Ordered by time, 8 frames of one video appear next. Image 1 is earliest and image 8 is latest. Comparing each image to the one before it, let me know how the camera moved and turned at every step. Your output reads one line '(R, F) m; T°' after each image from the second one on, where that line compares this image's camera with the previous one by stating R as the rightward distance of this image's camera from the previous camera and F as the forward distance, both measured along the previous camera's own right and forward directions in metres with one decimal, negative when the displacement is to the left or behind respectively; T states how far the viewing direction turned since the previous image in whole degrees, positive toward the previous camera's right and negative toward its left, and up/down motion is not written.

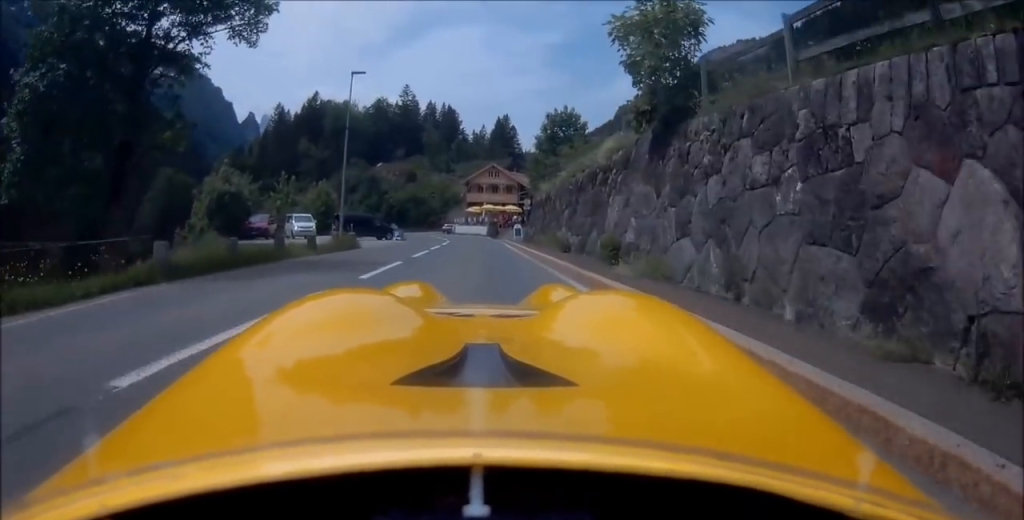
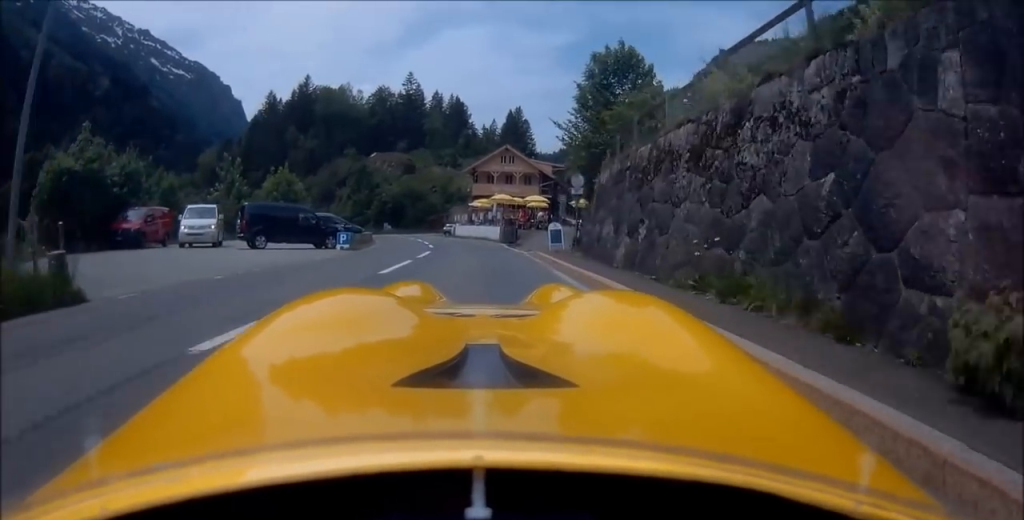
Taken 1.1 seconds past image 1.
(-0.1, +17.6) m; -2°
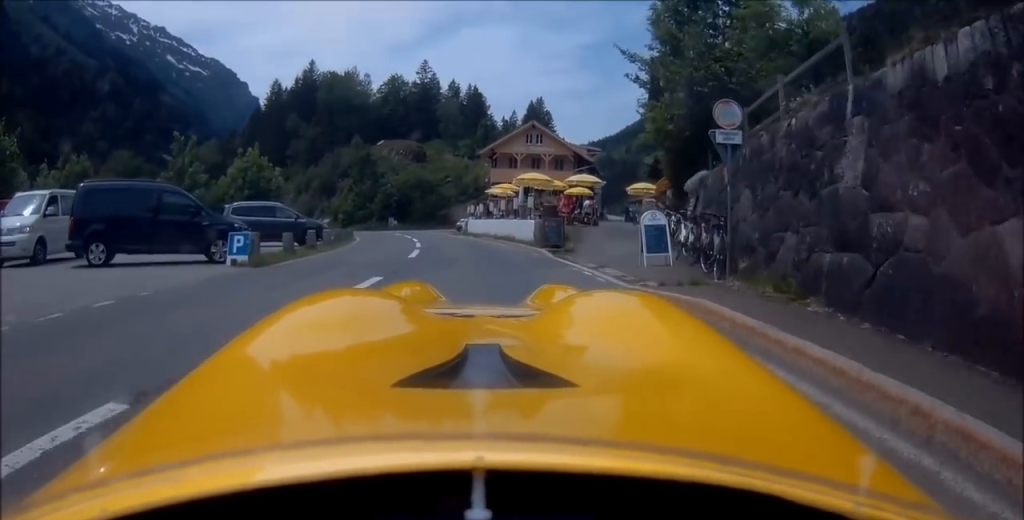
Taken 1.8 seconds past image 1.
(-0.3, +11.7) m; -7°
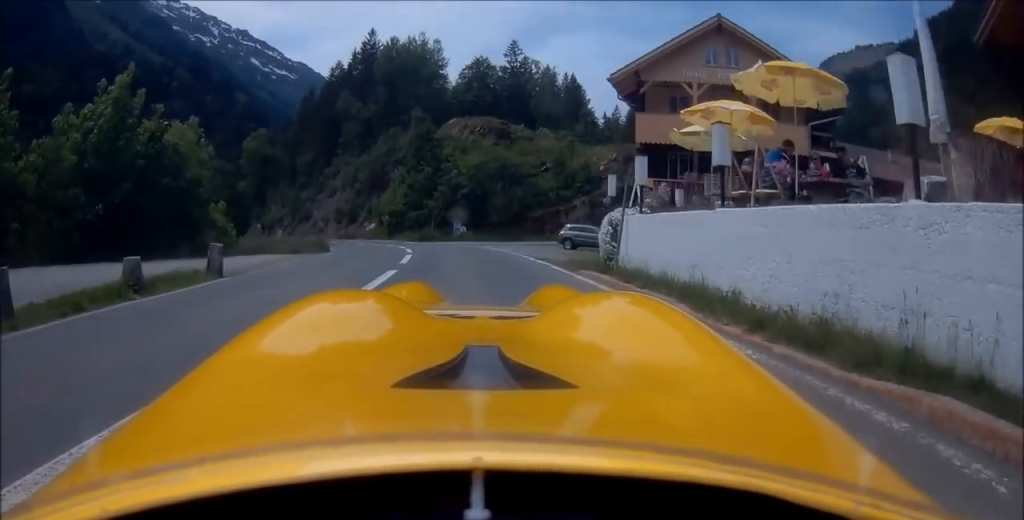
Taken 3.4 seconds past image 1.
(-3.8, +26.0) m; -14°
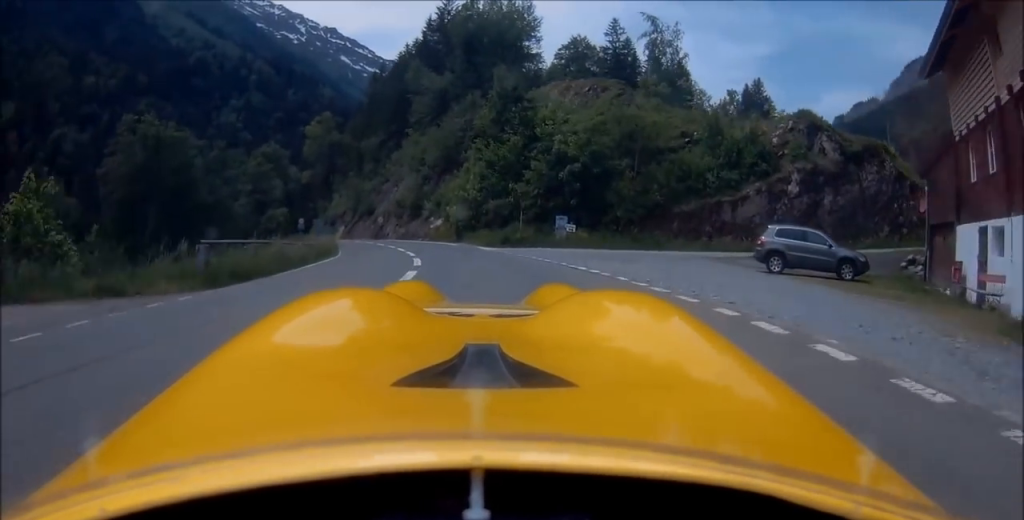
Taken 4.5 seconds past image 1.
(-1.2, +18.8) m; -8°
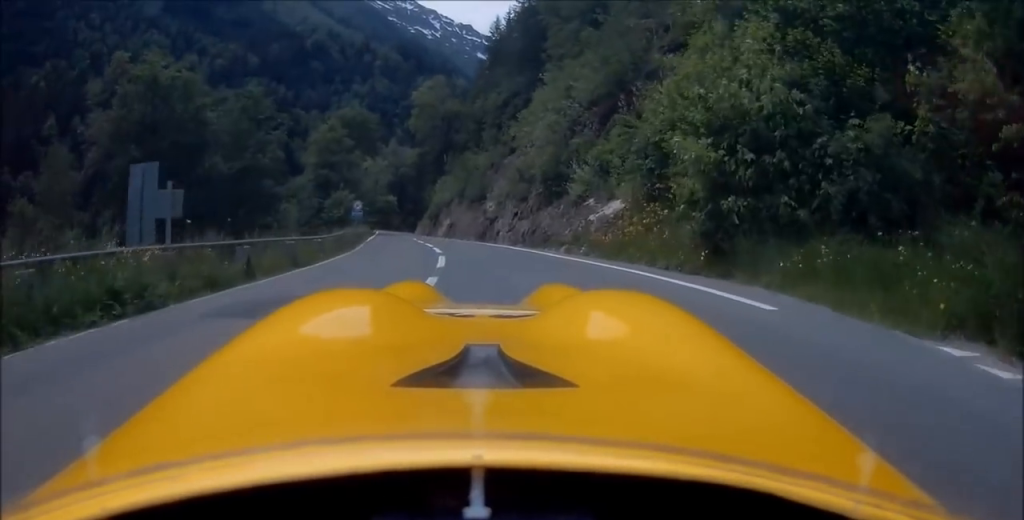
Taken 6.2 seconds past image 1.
(-2.8, +27.8) m; -11°
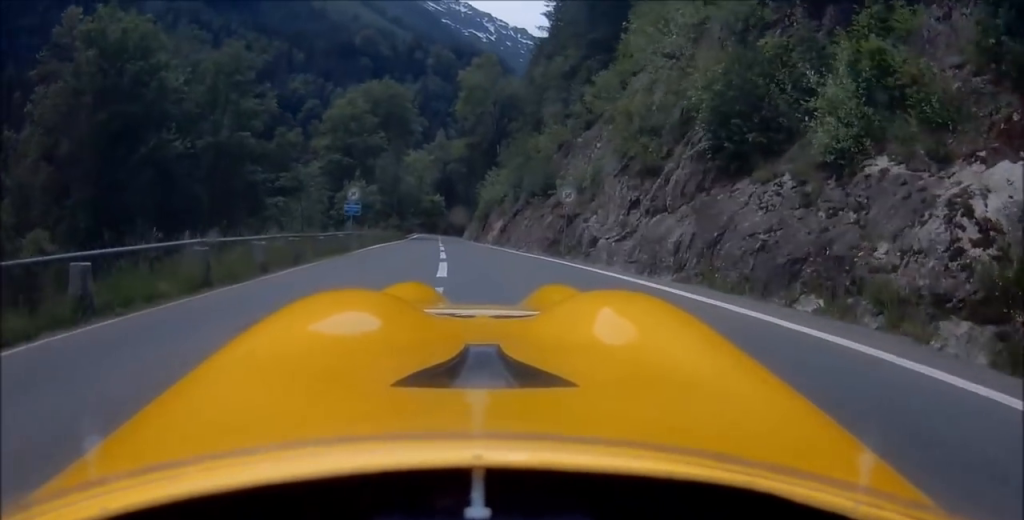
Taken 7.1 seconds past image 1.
(-0.6, +15.0) m; -5°
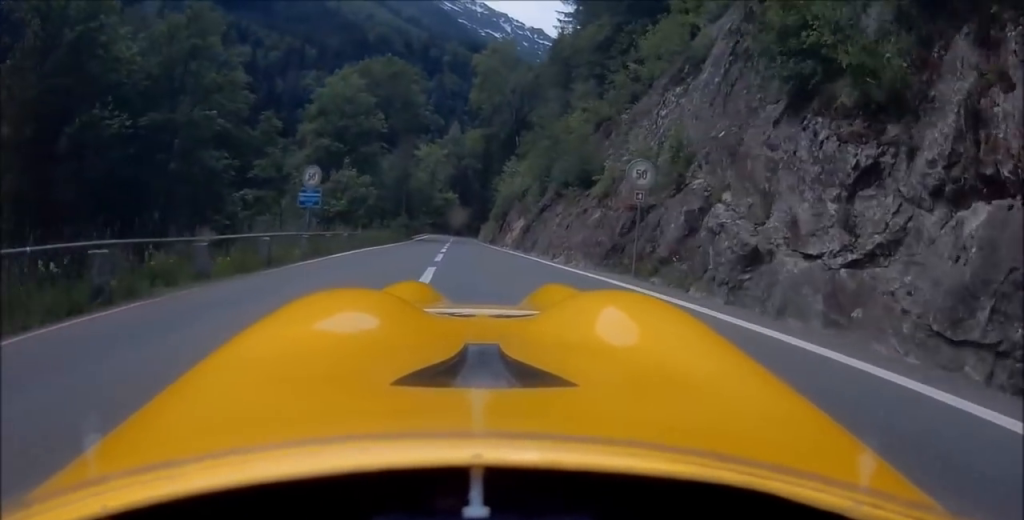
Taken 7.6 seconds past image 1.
(-0.5, +8.3) m; -2°
